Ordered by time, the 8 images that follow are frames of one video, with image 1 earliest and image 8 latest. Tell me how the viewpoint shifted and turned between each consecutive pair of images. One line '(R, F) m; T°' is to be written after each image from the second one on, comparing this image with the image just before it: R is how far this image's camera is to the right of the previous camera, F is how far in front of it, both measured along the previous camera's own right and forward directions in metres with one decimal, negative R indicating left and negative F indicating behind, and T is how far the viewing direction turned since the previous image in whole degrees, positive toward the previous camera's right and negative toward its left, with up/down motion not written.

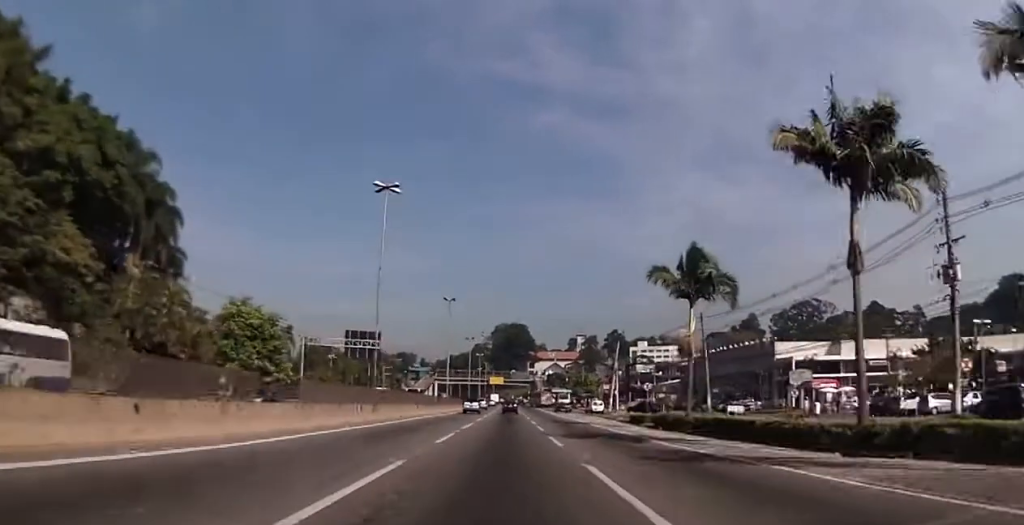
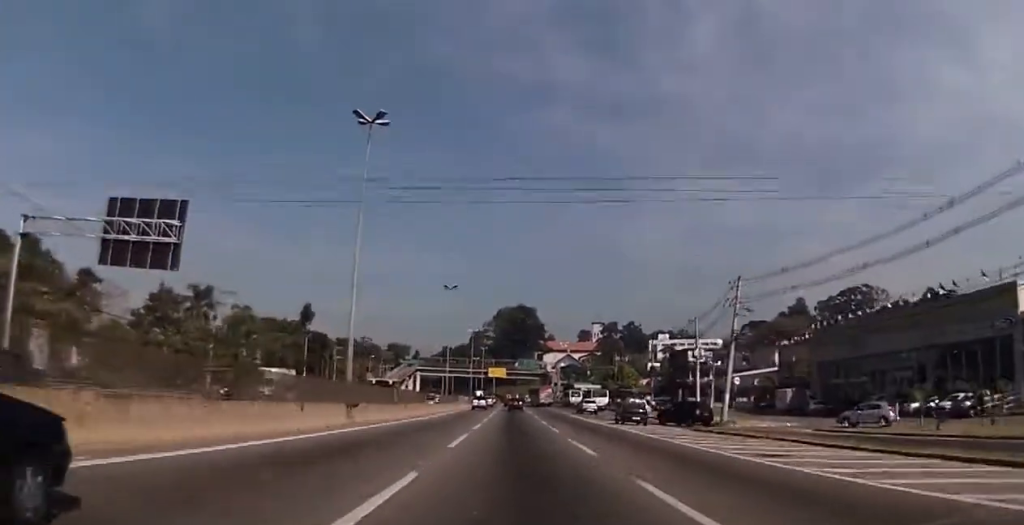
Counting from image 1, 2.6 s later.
(-0.6, +50.5) m; -1°
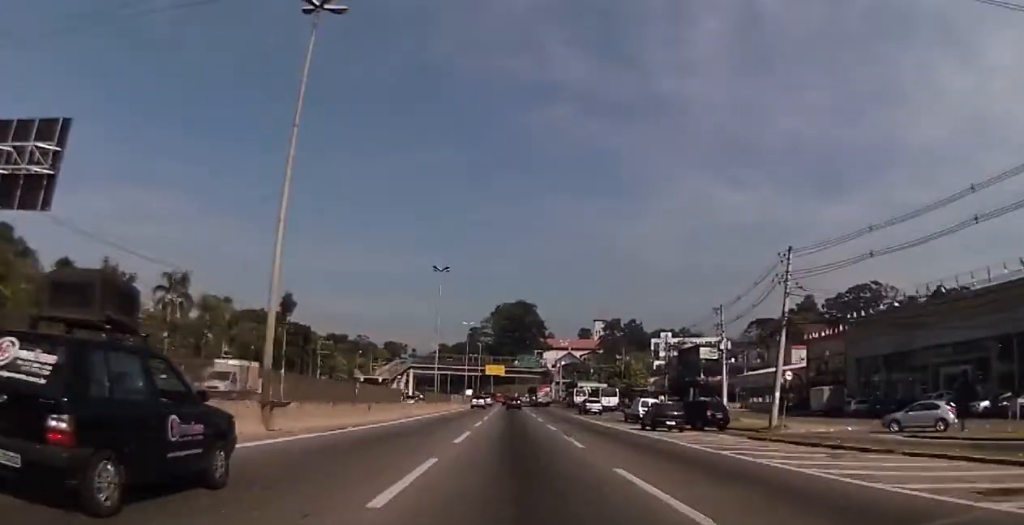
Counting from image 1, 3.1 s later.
(0.0, +8.7) m; 0°
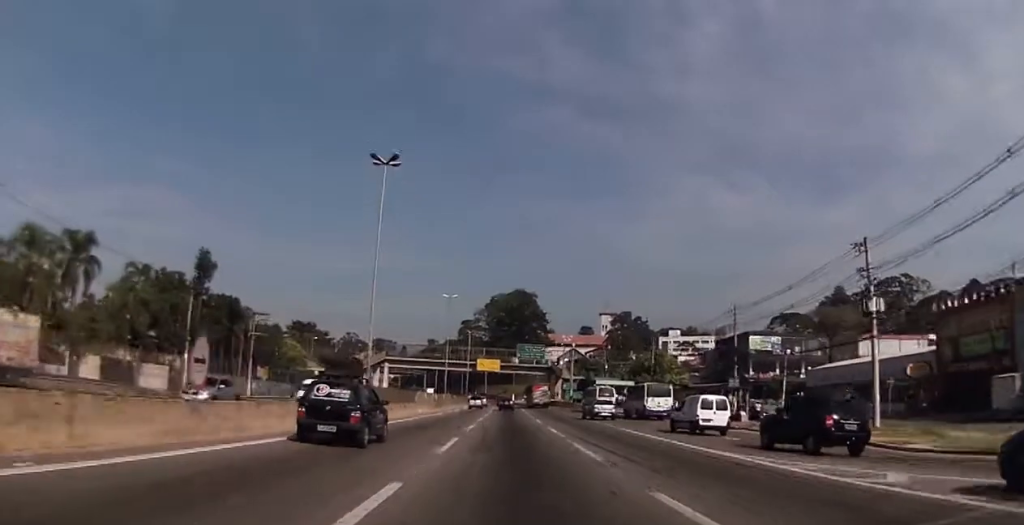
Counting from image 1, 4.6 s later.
(0.0, +26.8) m; 0°
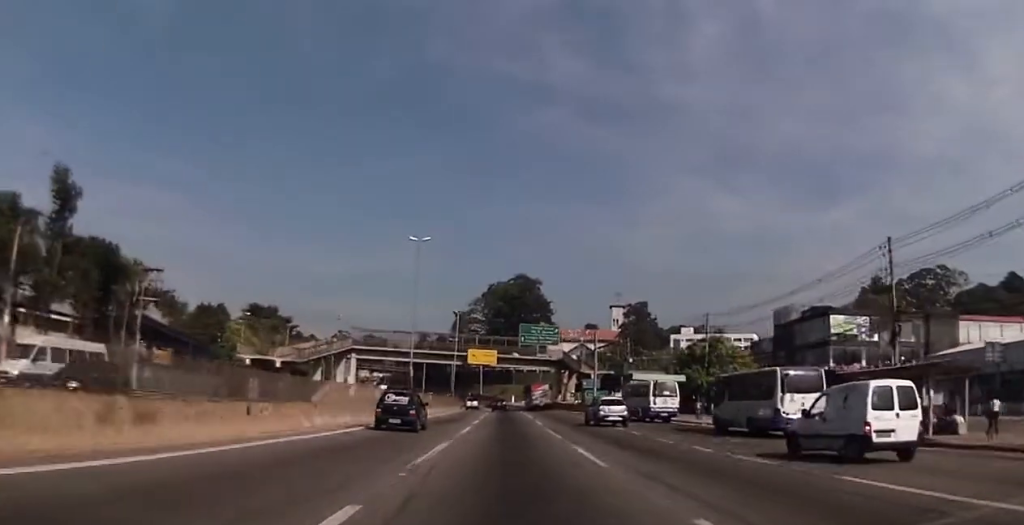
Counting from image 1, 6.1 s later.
(0.0, +26.0) m; 0°
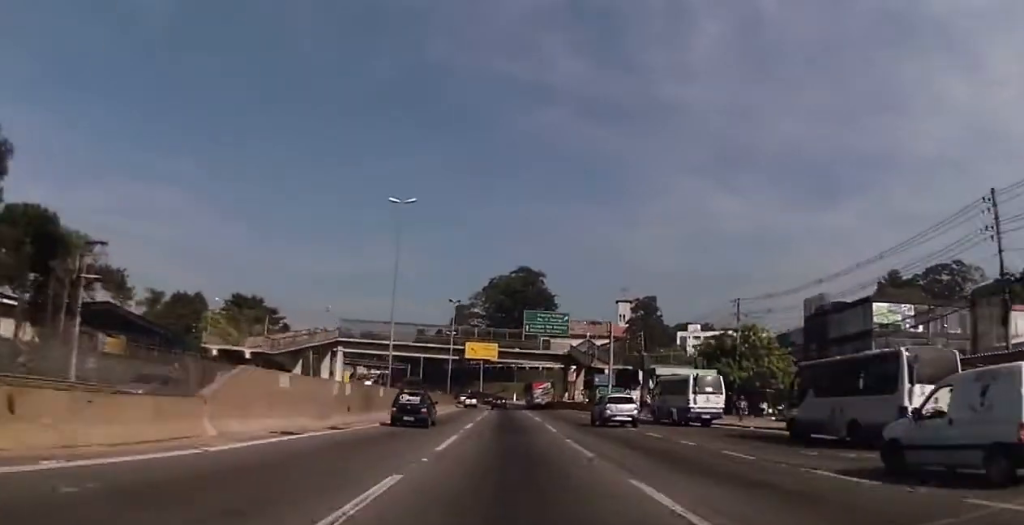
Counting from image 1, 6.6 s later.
(0.0, +9.1) m; 0°
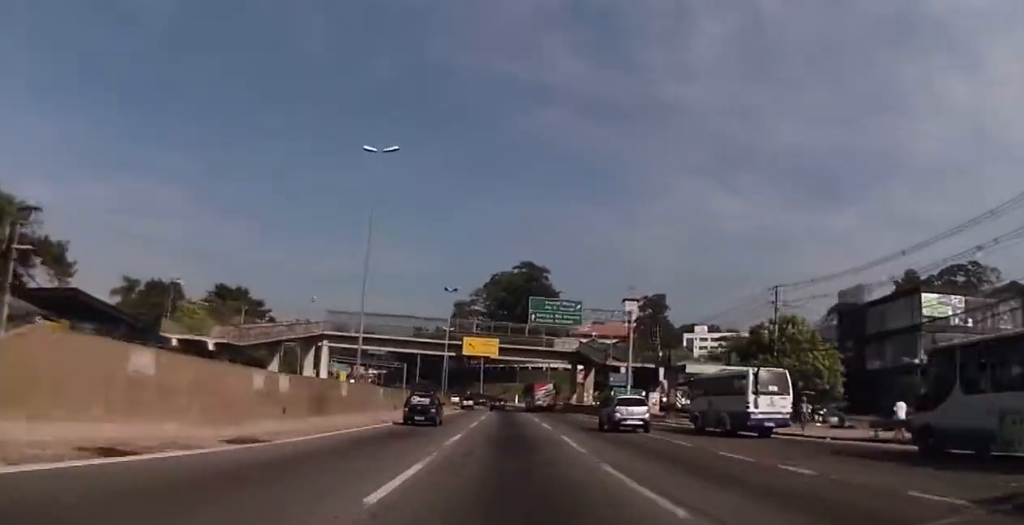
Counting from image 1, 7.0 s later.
(0.0, +8.5) m; 0°
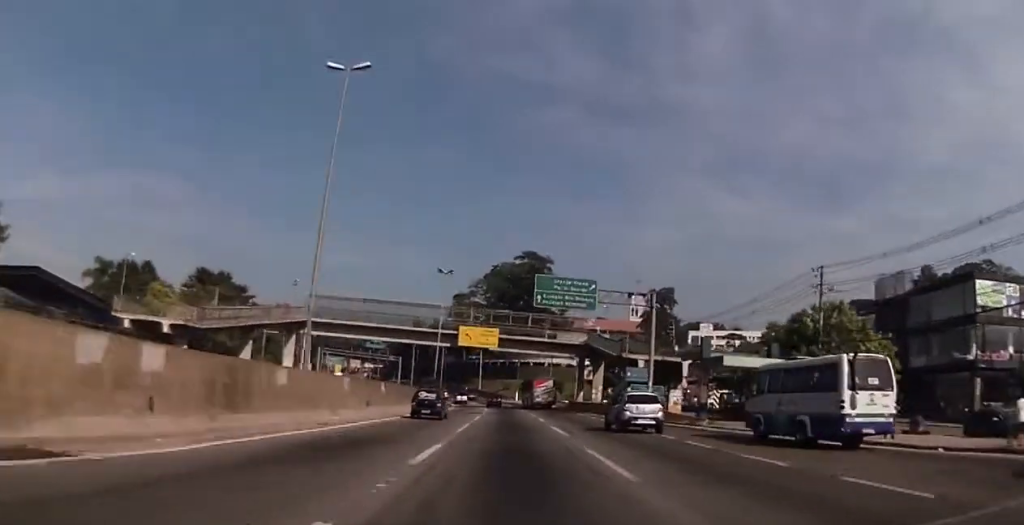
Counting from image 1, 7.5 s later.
(0.0, +7.9) m; 0°
